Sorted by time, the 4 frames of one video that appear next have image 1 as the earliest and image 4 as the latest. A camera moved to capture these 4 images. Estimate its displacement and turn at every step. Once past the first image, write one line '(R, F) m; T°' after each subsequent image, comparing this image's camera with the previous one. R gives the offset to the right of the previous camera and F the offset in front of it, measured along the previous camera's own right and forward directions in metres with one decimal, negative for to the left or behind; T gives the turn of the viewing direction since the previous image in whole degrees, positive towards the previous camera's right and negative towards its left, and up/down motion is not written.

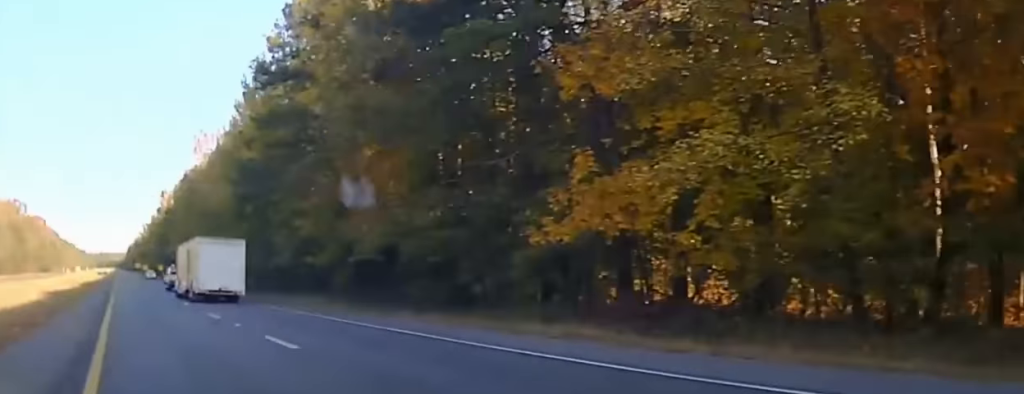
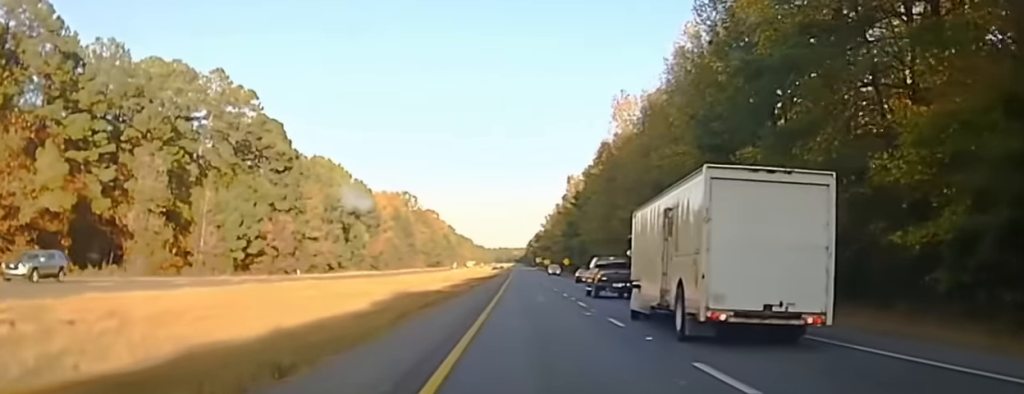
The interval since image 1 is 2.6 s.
(-9.4, +28.2) m; -22°
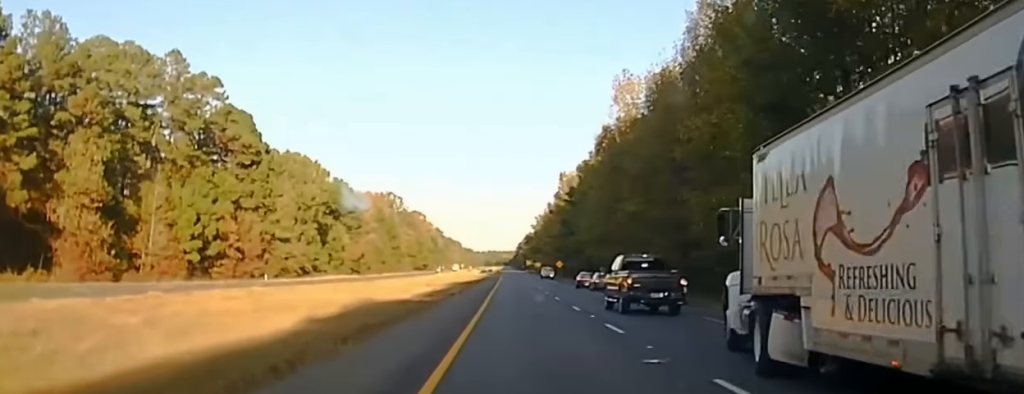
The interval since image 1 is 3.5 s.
(-0.3, +13.2) m; 0°
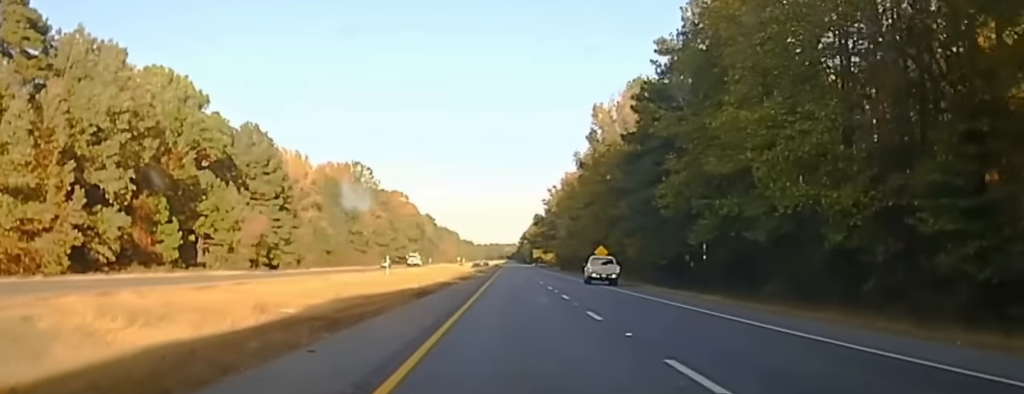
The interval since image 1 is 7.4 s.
(+1.8, +87.0) m; +1°
